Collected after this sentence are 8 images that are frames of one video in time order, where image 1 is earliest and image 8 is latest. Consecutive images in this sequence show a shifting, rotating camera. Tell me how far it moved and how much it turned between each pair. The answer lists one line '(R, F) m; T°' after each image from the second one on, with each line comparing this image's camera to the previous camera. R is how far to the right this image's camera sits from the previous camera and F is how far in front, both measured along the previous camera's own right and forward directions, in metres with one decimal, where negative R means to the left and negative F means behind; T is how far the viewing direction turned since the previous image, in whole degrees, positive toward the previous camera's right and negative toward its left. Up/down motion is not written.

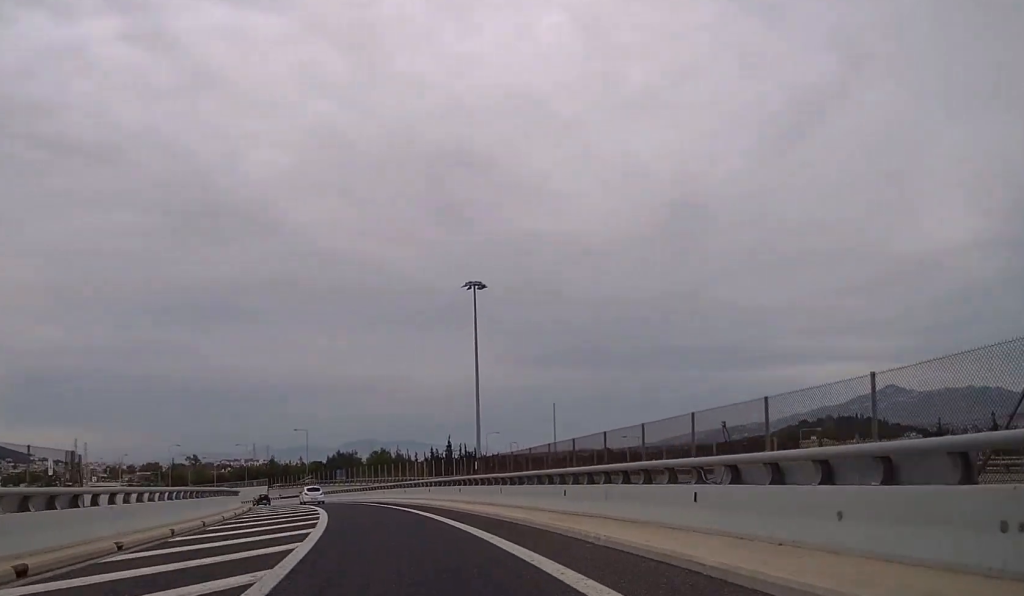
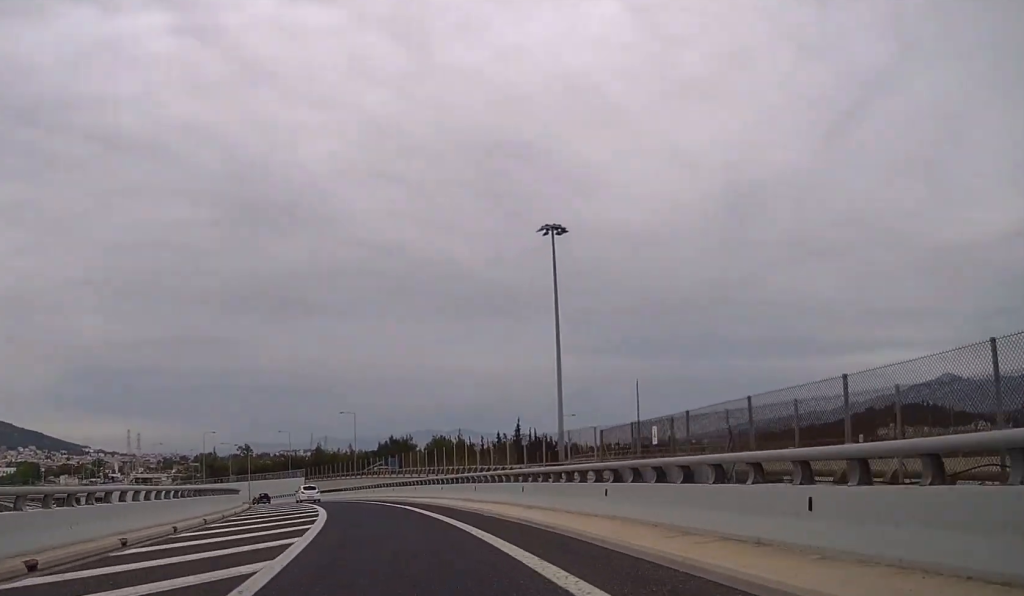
(-0.6, +19.1) m; -4°
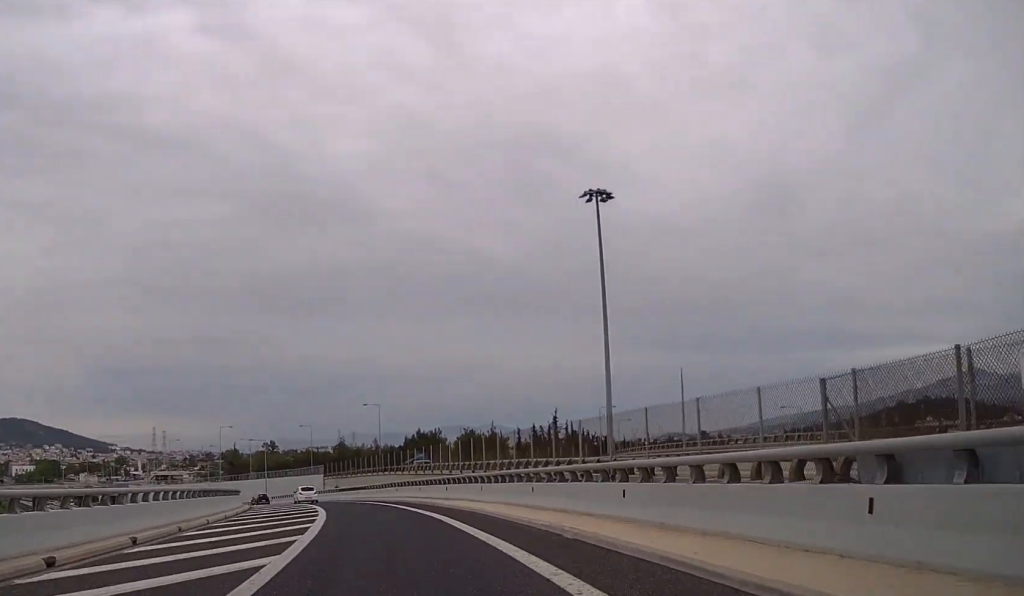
(-0.2, +9.1) m; -2°
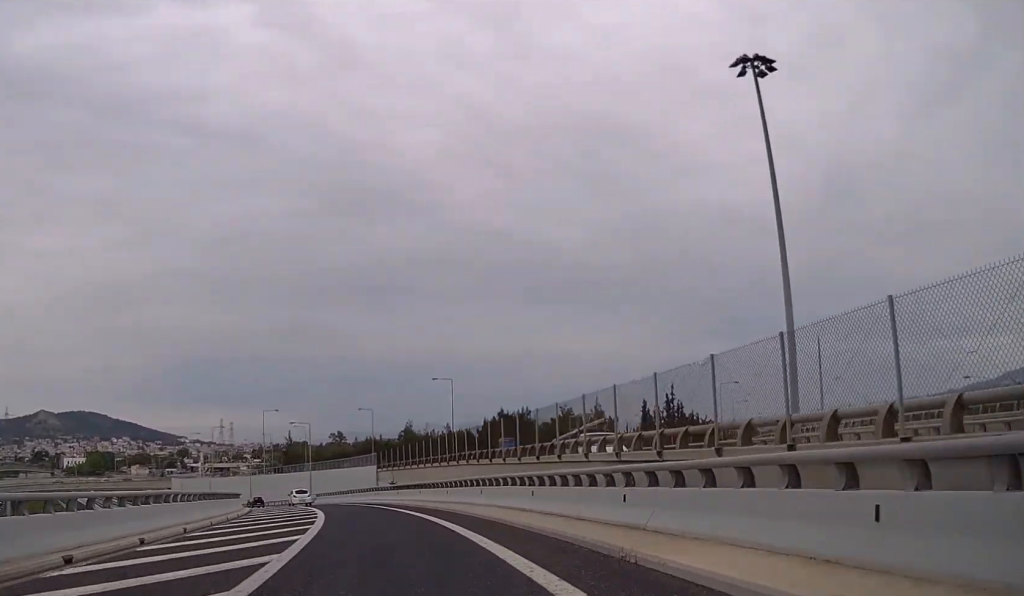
(-0.9, +23.7) m; -5°
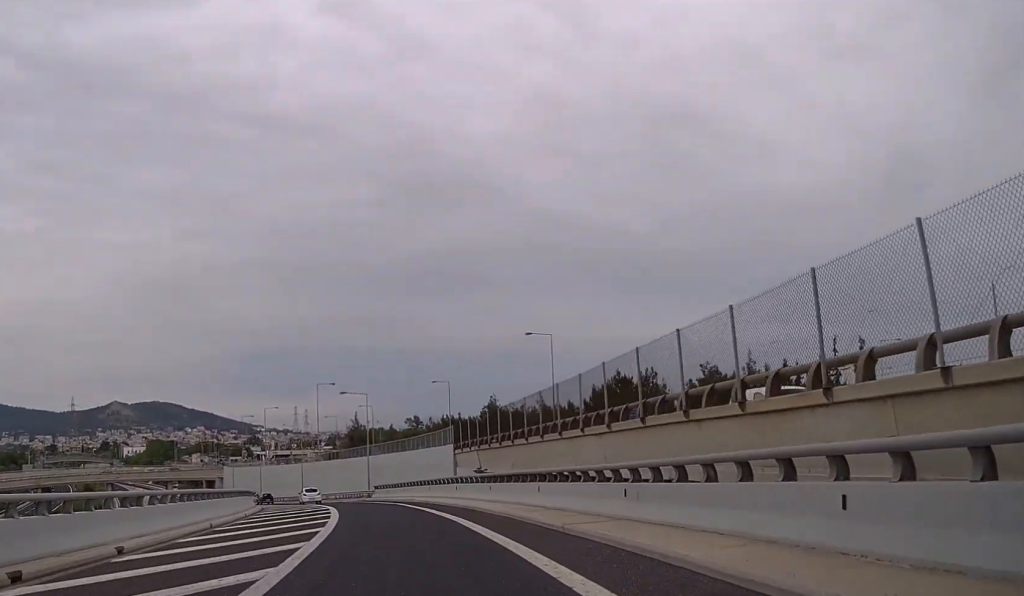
(-1.2, +22.9) m; -6°
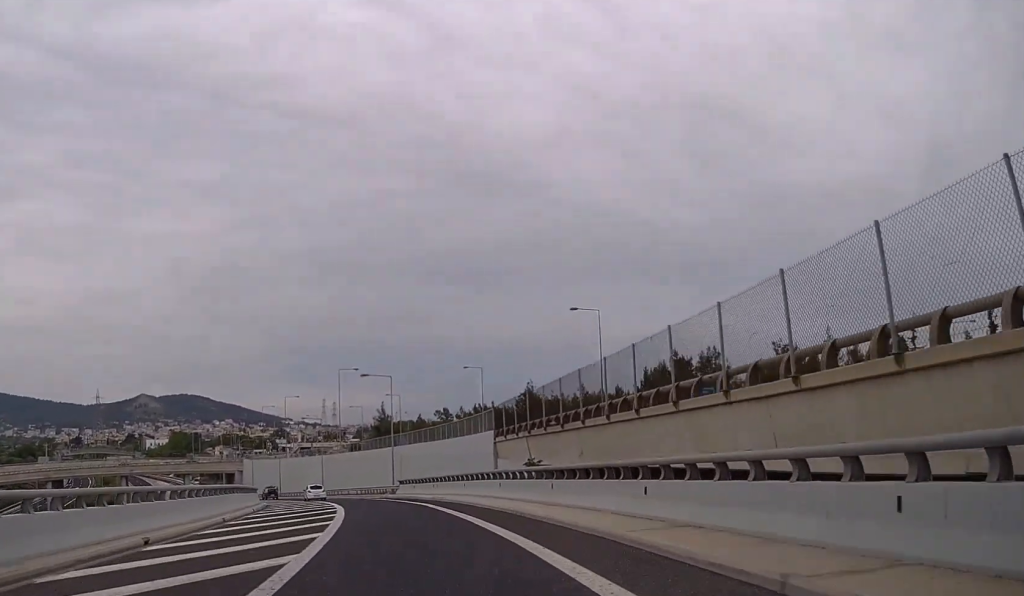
(-0.2, +8.3) m; -2°
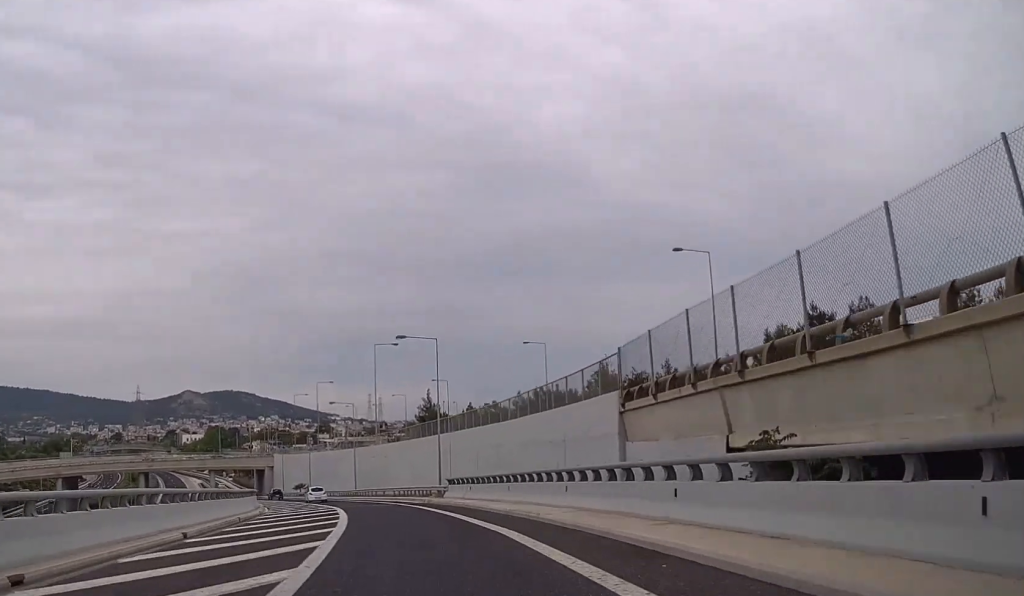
(-0.6, +16.8) m; -4°
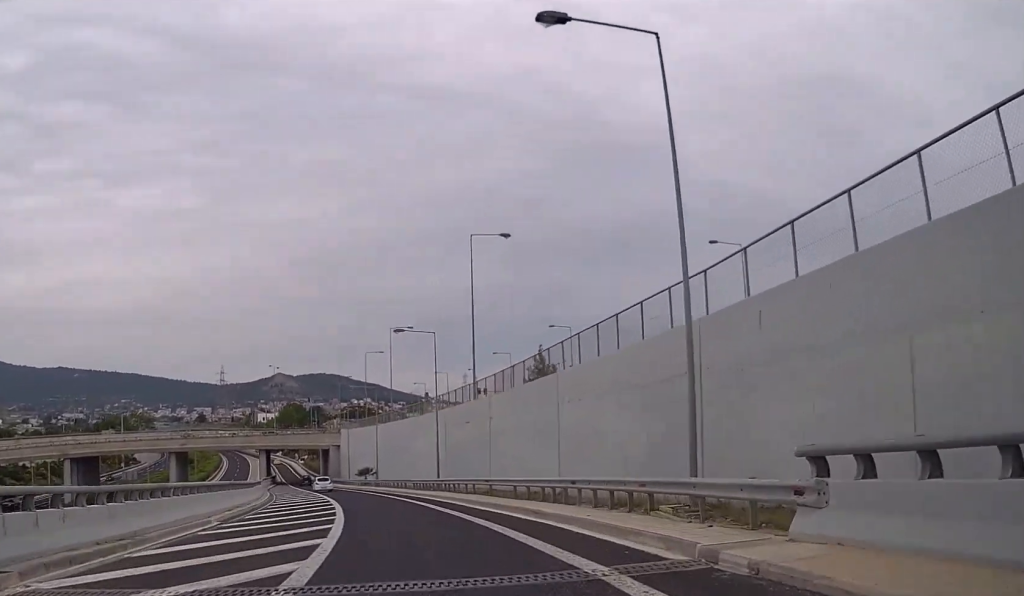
(-2.2, +34.5) m; -7°
